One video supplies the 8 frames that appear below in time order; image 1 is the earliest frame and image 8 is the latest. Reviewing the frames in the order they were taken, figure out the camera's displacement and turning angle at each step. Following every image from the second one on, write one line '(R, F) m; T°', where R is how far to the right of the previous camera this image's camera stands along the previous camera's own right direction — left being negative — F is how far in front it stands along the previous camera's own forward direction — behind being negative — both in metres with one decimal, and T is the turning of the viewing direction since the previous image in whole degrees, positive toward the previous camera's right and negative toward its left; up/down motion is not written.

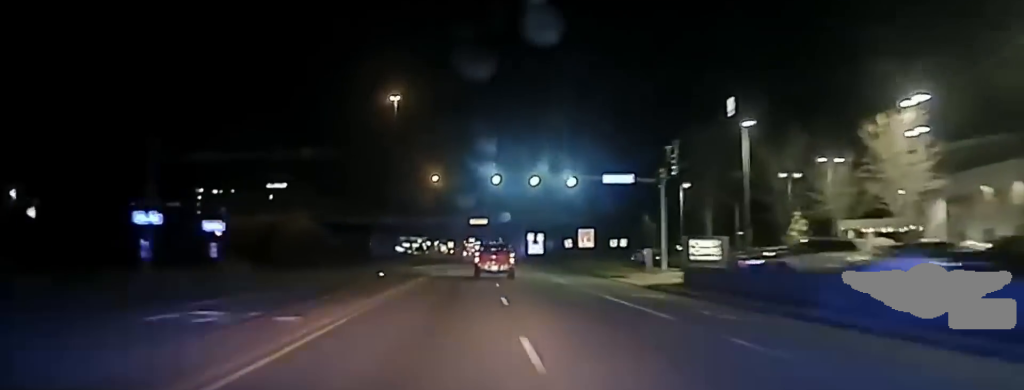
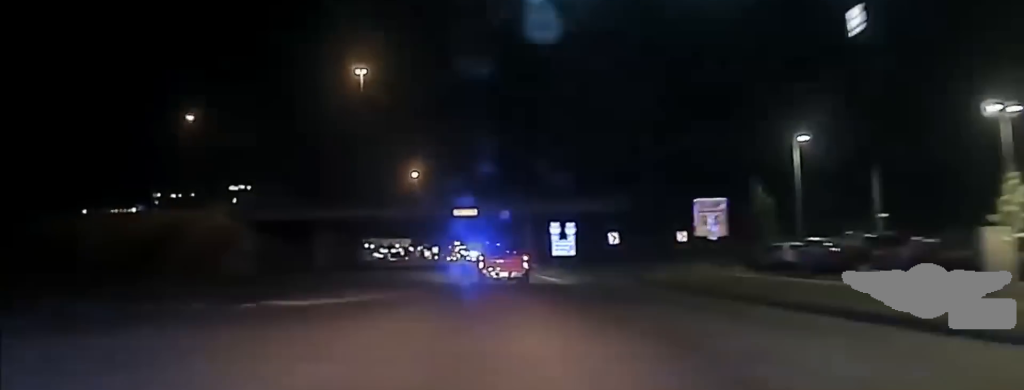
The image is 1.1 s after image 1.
(+0.3, +47.7) m; +1°
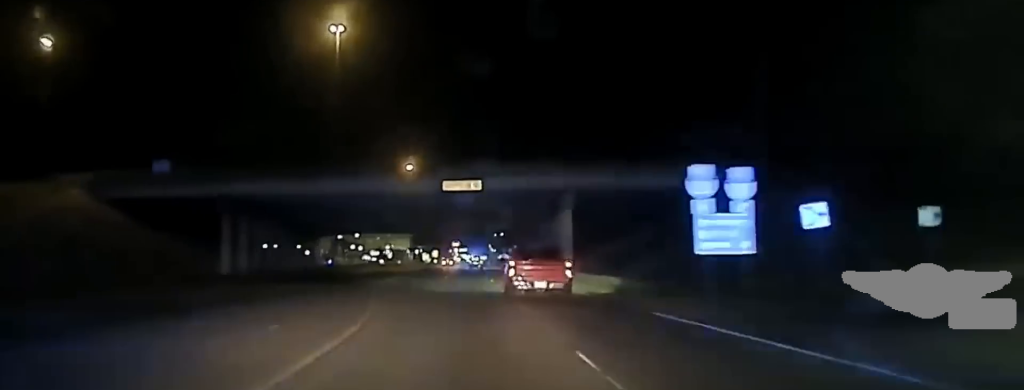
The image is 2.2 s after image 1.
(+0.2, +46.5) m; 0°
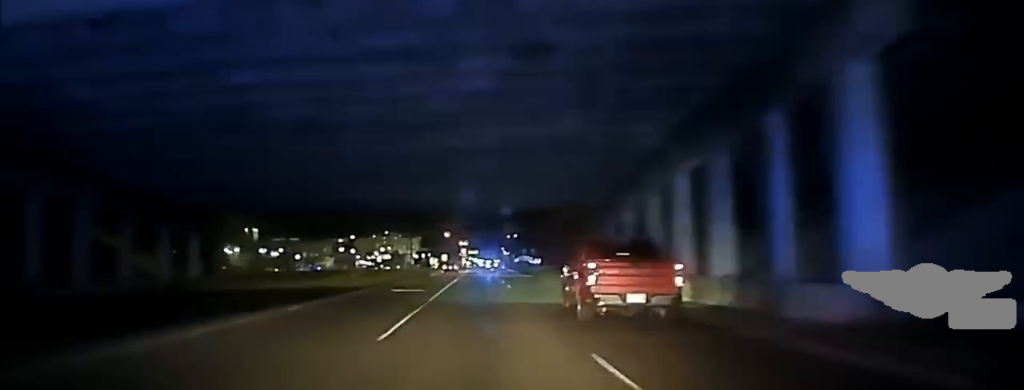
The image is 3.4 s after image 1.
(-0.1, +52.7) m; -1°
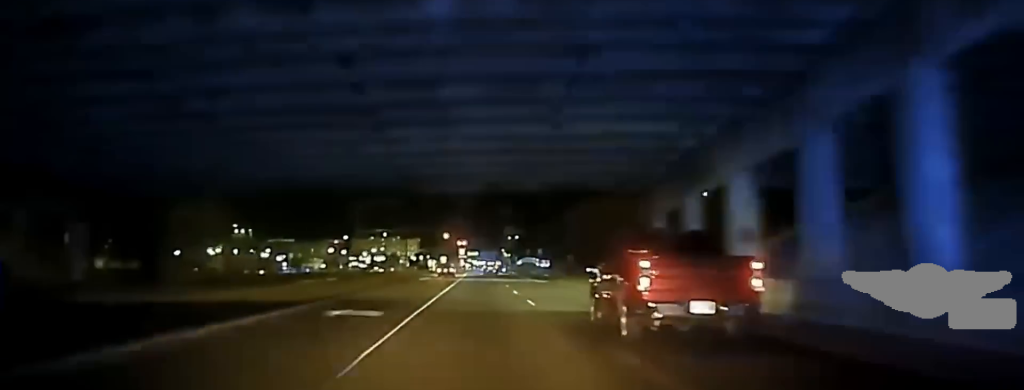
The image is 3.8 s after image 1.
(-0.1, +19.3) m; 0°
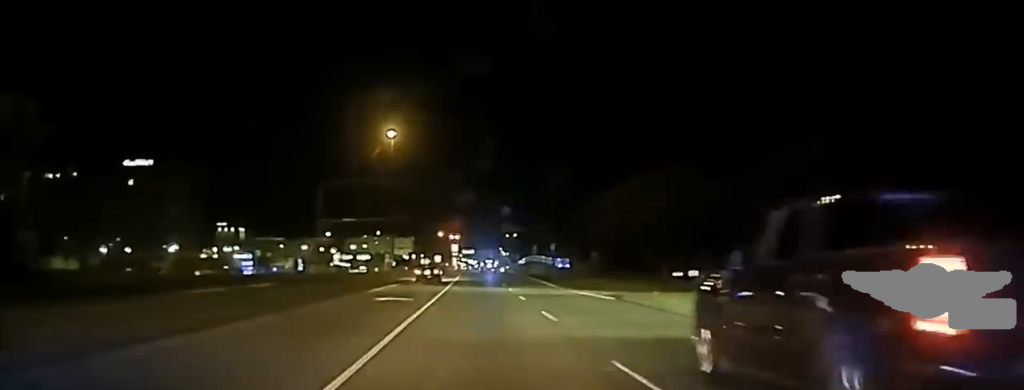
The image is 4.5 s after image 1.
(-0.2, +34.4) m; 0°
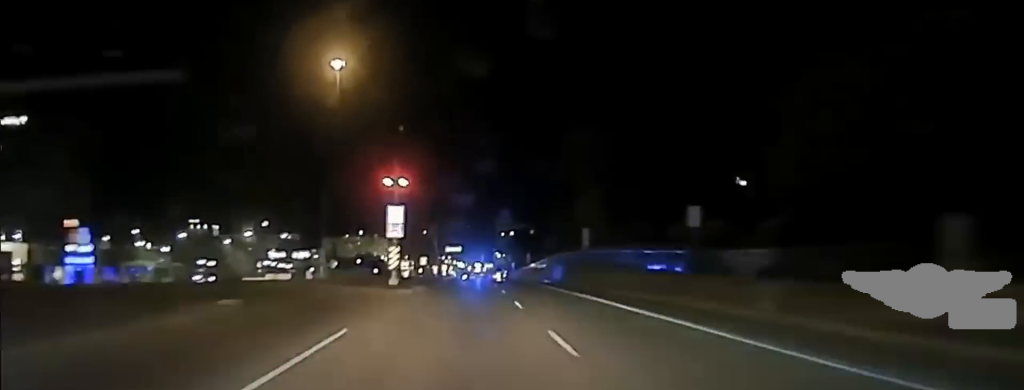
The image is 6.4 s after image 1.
(+1.3, +76.8) m; +1°
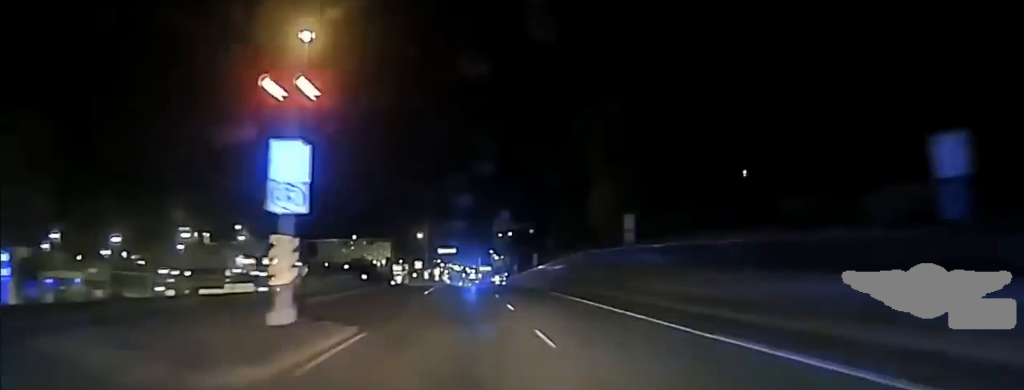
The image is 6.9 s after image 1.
(-0.1, +19.8) m; 0°
